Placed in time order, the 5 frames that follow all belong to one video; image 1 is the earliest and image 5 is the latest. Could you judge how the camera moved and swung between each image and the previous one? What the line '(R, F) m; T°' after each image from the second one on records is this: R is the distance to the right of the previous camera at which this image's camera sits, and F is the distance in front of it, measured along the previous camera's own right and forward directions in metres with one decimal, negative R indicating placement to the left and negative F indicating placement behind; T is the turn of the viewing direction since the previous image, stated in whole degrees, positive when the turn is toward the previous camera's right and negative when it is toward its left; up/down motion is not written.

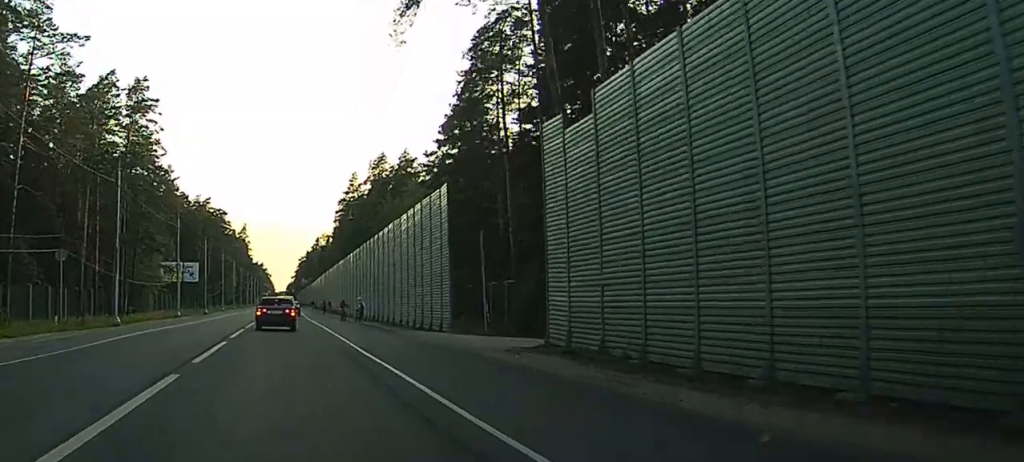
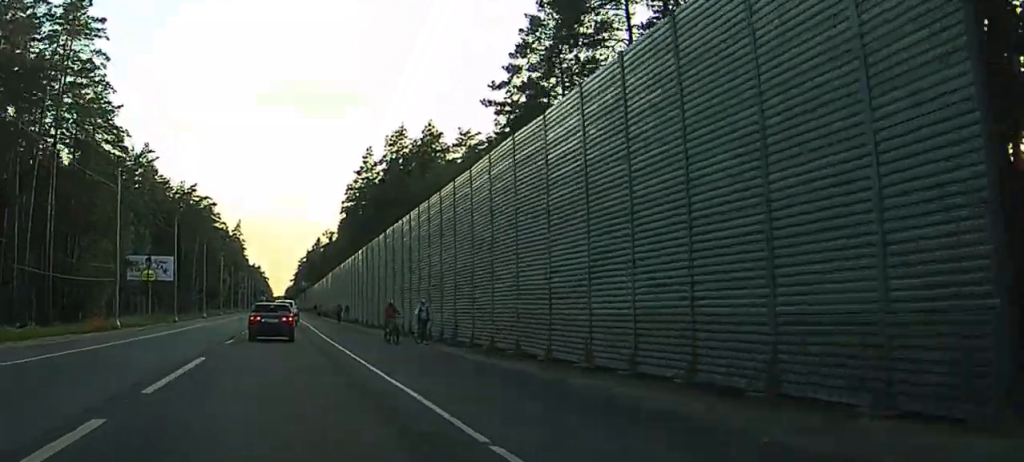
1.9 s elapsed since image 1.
(-0.8, +31.0) m; -2°
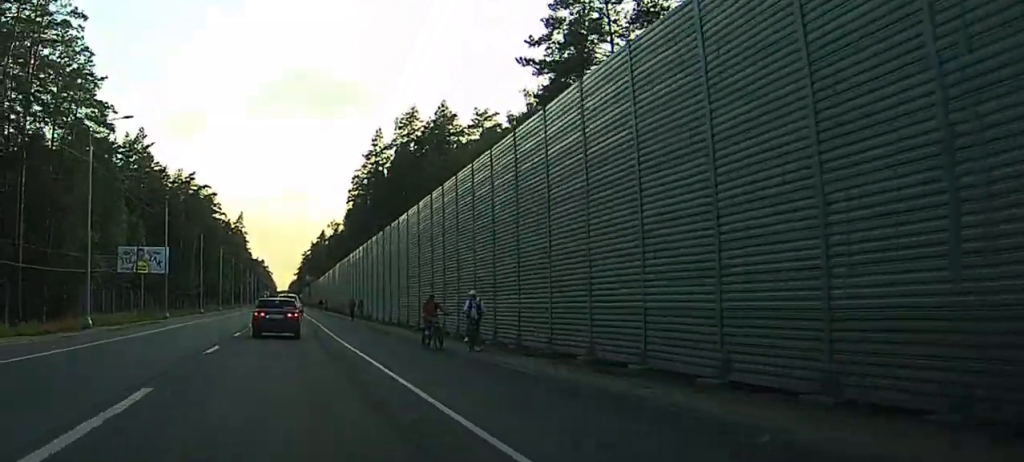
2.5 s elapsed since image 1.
(-0.1, +9.4) m; 0°
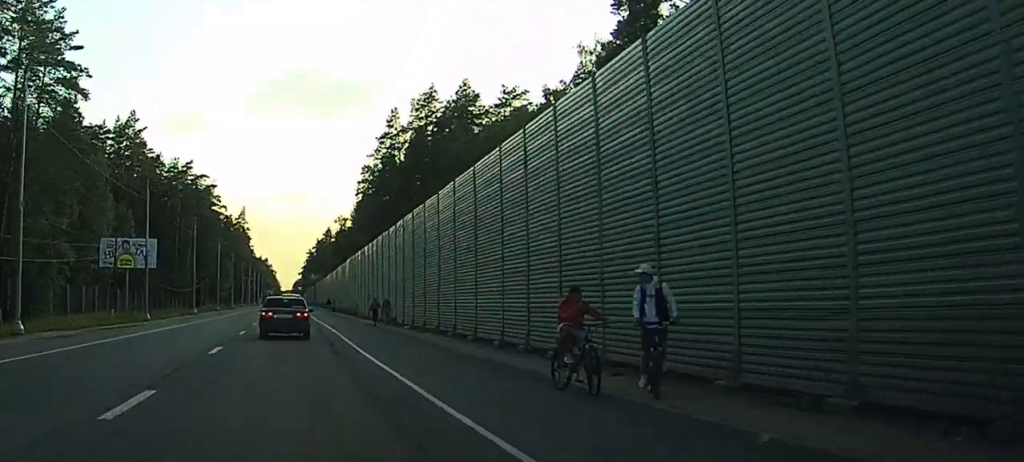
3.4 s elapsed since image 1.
(0.0, +13.3) m; +1°
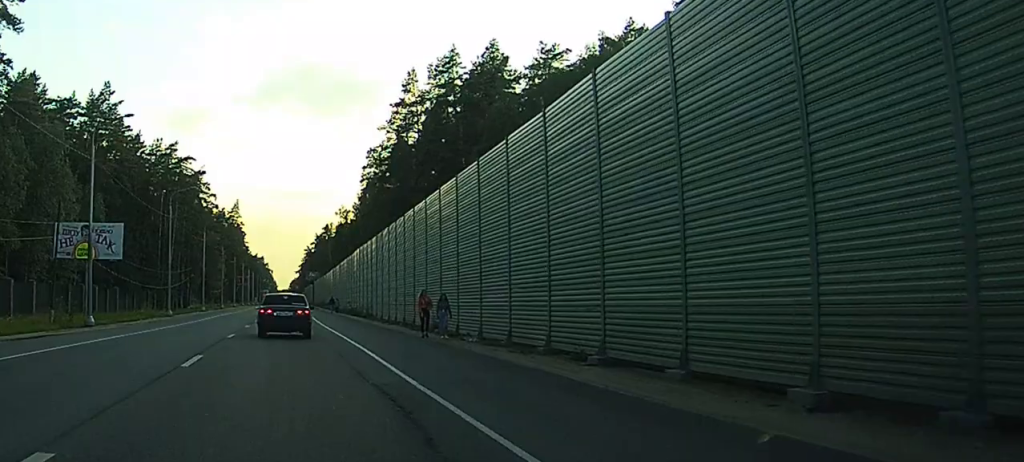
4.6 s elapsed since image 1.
(+0.6, +18.1) m; +3°
